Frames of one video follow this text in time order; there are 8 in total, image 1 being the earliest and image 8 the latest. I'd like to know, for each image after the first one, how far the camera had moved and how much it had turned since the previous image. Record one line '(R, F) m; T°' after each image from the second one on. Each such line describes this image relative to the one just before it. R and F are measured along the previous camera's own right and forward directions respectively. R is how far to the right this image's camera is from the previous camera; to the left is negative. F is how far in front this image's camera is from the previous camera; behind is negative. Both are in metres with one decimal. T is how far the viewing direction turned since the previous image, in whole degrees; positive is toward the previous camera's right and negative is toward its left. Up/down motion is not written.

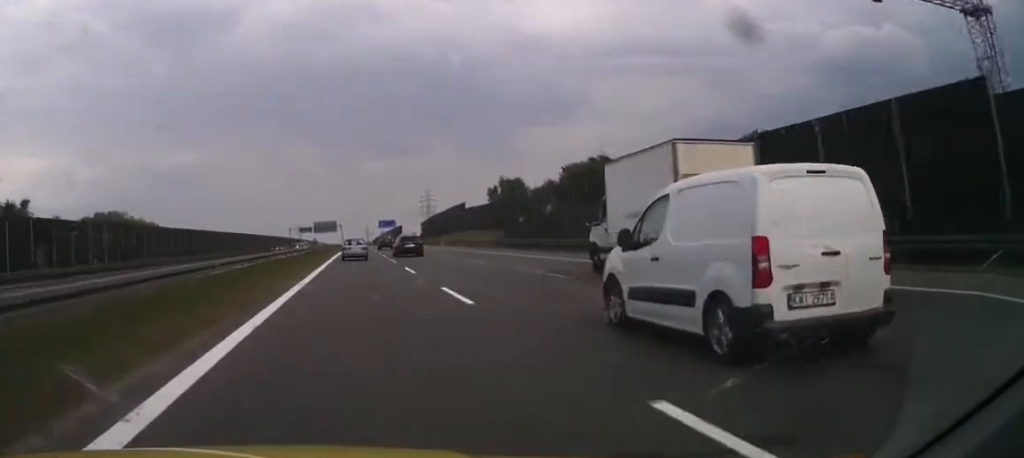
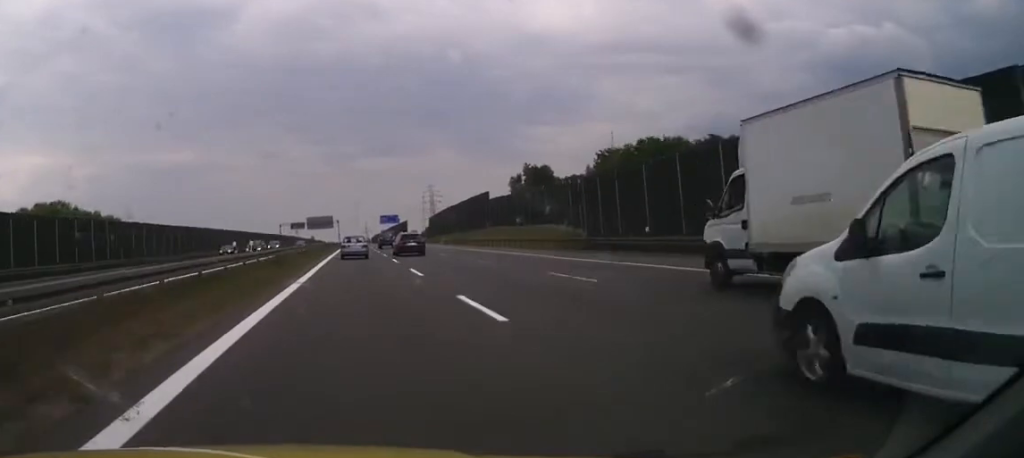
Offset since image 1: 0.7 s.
(0.0, +27.3) m; 0°
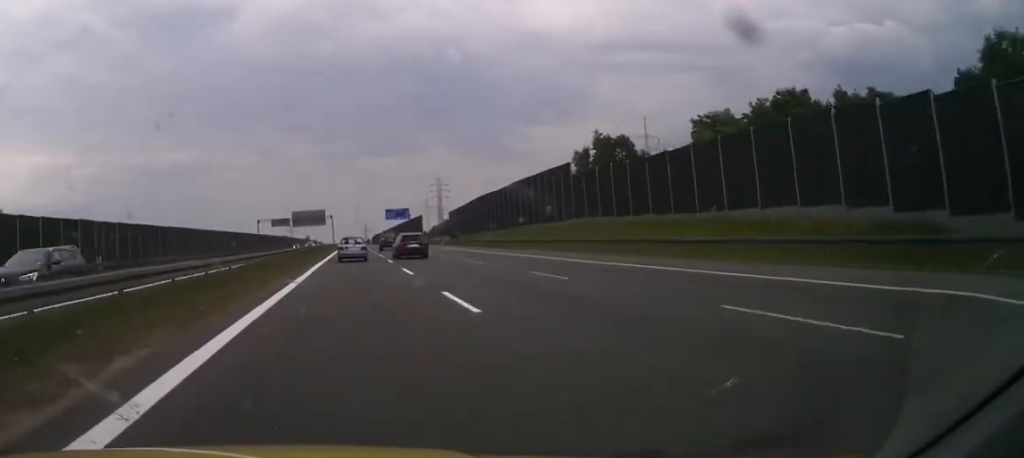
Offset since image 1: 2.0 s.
(0.0, +46.7) m; 0°
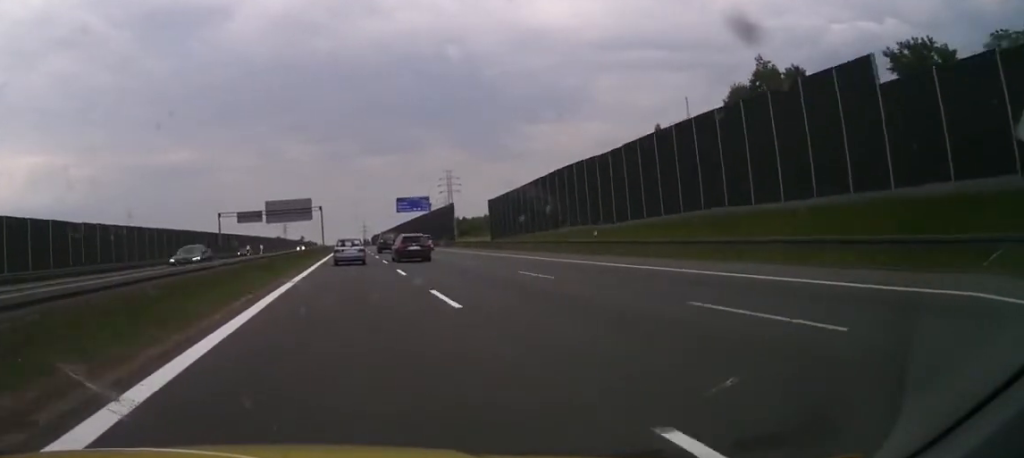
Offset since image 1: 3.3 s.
(+0.1, +47.5) m; 0°
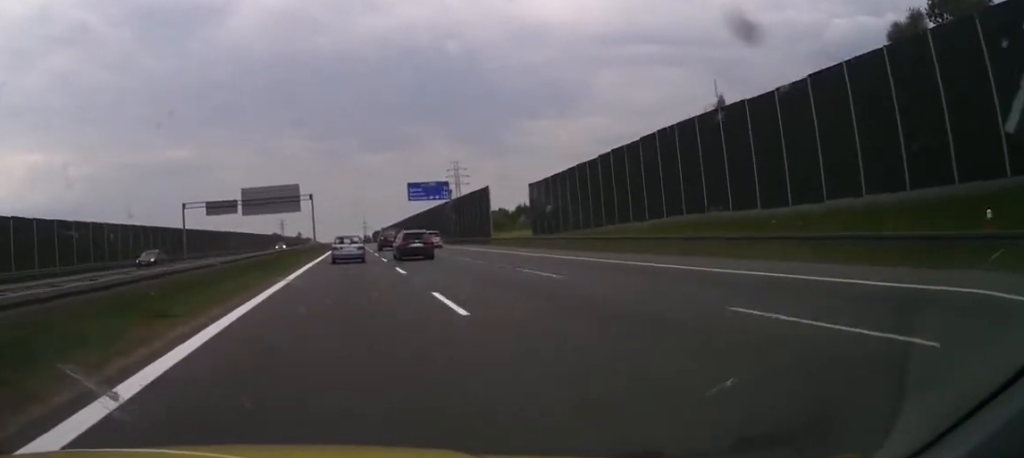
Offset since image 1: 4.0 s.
(+0.1, +25.5) m; 0°
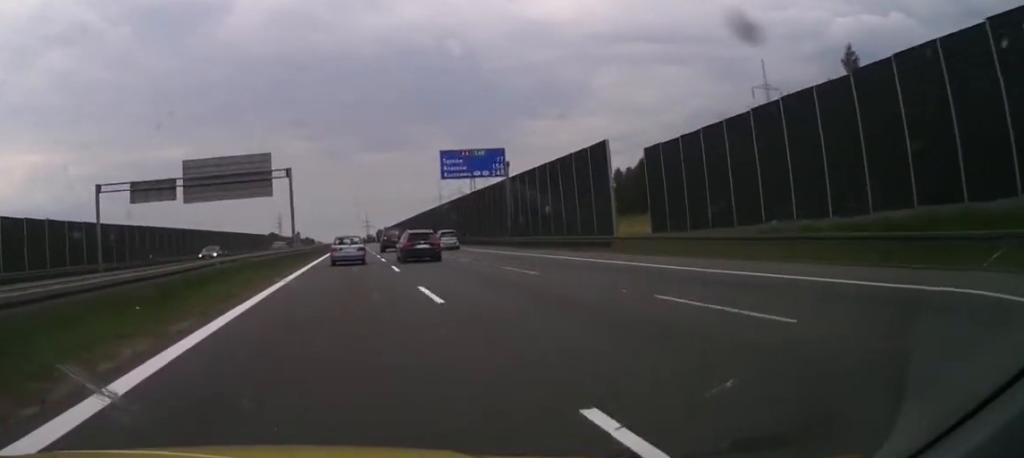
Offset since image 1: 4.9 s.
(0.0, +33.8) m; 0°
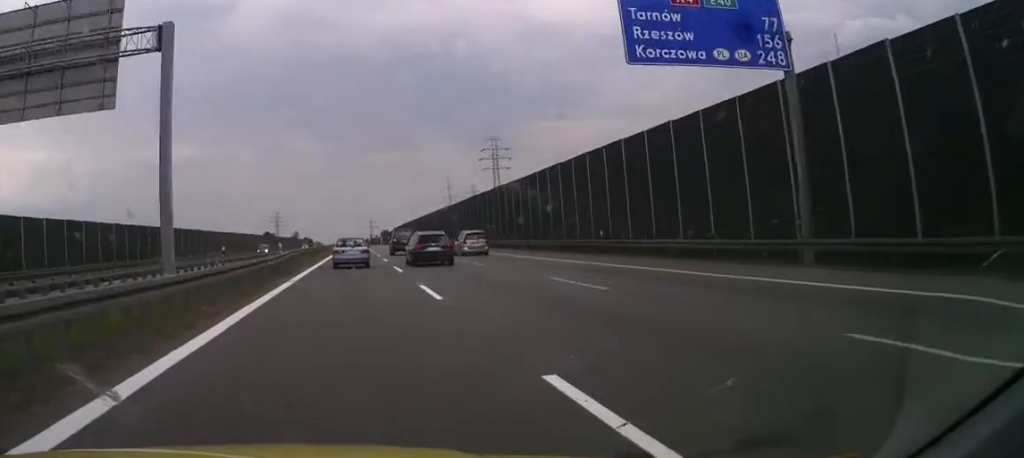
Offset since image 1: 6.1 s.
(0.0, +41.0) m; 0°
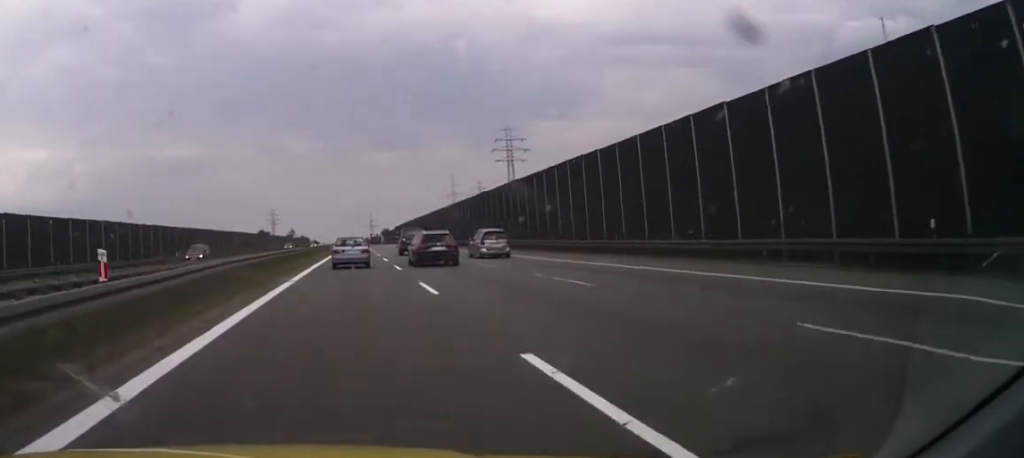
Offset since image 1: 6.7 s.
(0.0, +22.9) m; 0°
